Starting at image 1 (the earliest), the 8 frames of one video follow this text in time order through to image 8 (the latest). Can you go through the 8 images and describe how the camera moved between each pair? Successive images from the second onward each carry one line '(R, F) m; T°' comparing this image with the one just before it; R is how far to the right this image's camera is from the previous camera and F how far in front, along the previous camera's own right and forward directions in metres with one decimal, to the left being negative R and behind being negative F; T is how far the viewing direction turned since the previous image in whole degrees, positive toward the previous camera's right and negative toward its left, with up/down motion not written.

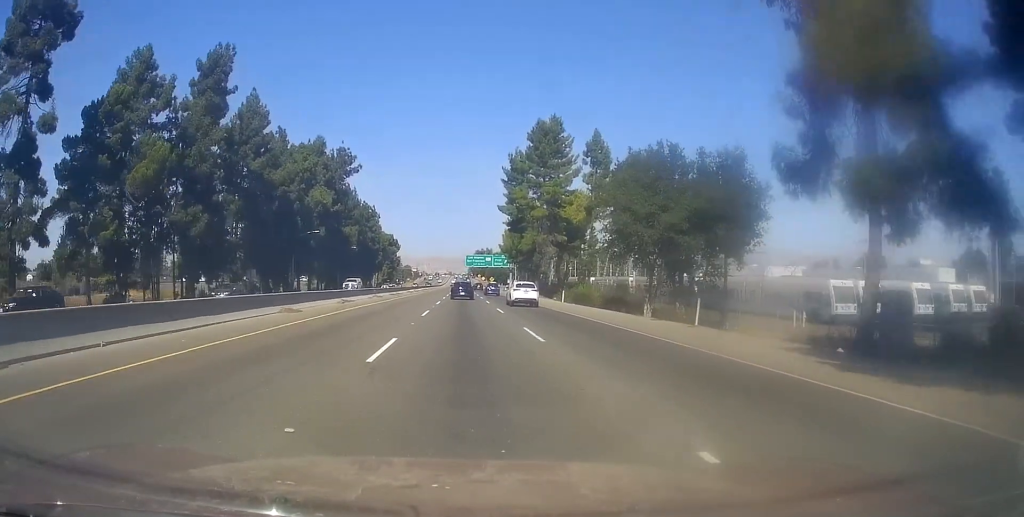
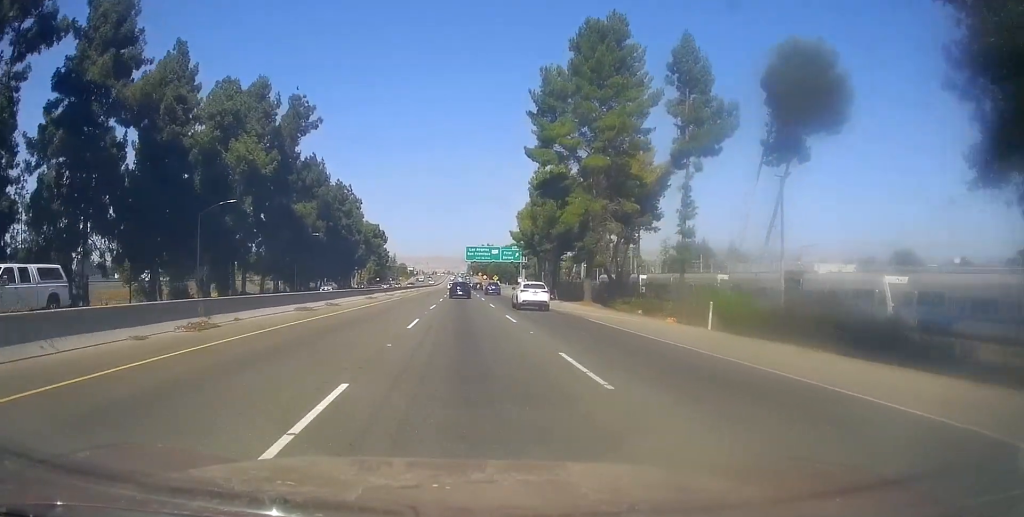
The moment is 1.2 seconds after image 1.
(+0.3, +35.0) m; 0°
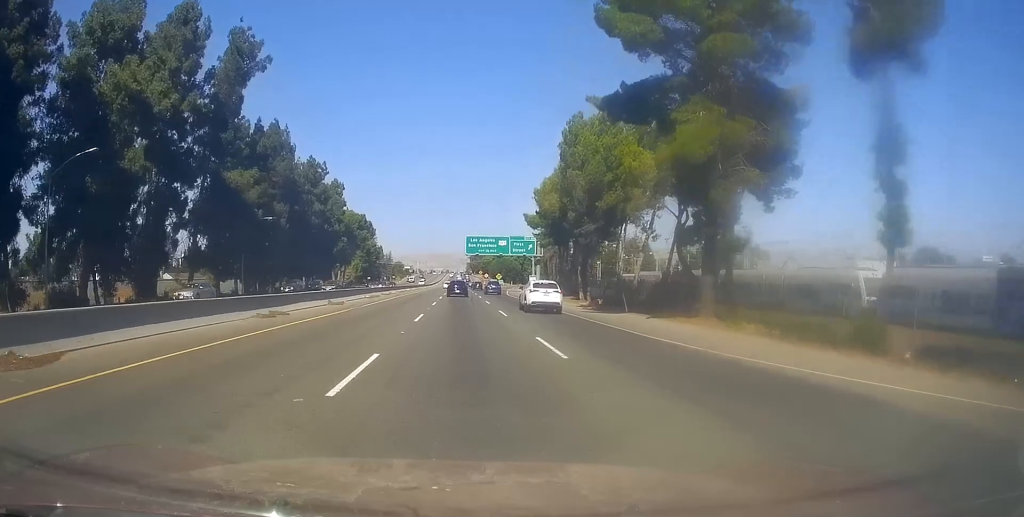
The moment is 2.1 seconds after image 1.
(-0.4, +25.2) m; -1°
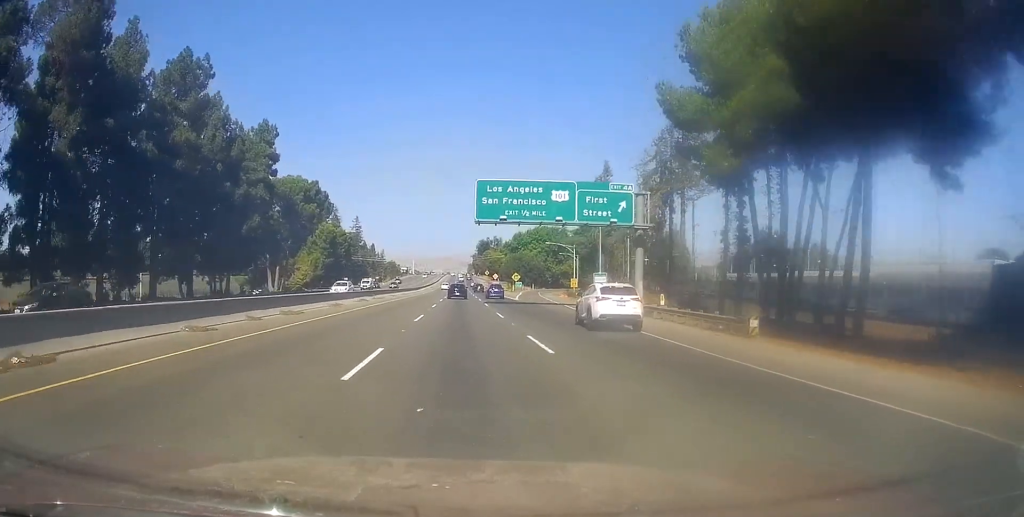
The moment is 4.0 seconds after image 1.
(+0.4, +57.7) m; +1°
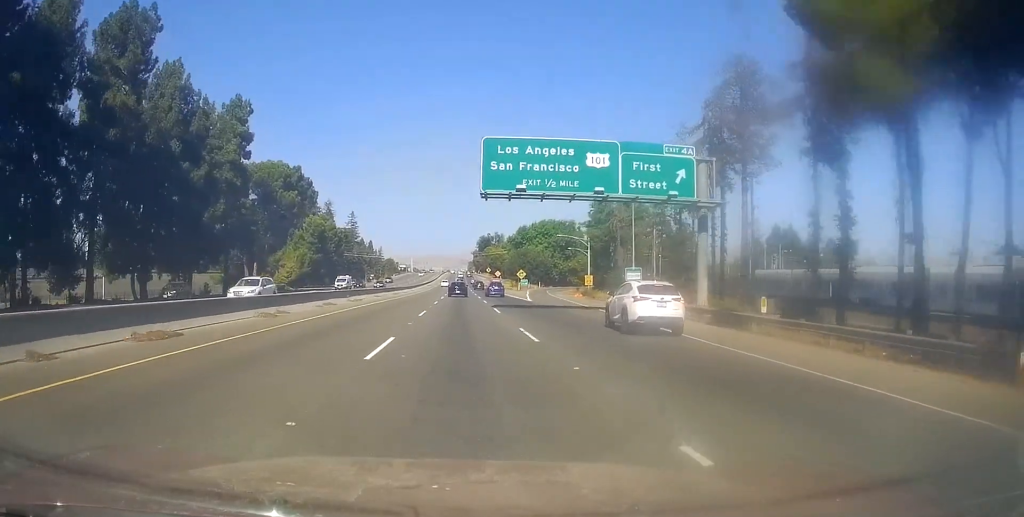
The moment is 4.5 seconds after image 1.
(+0.2, +12.4) m; 0°
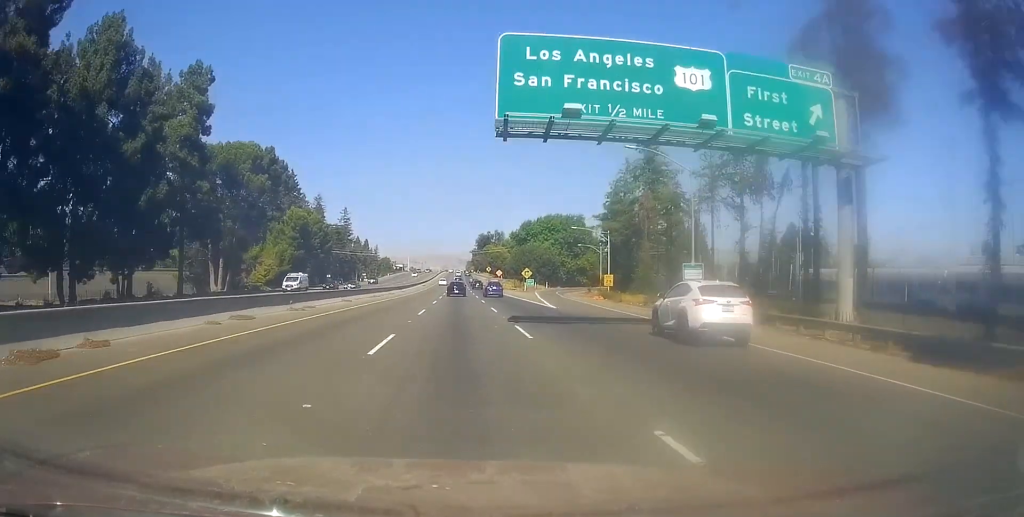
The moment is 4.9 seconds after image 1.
(-0.1, +13.9) m; -1°
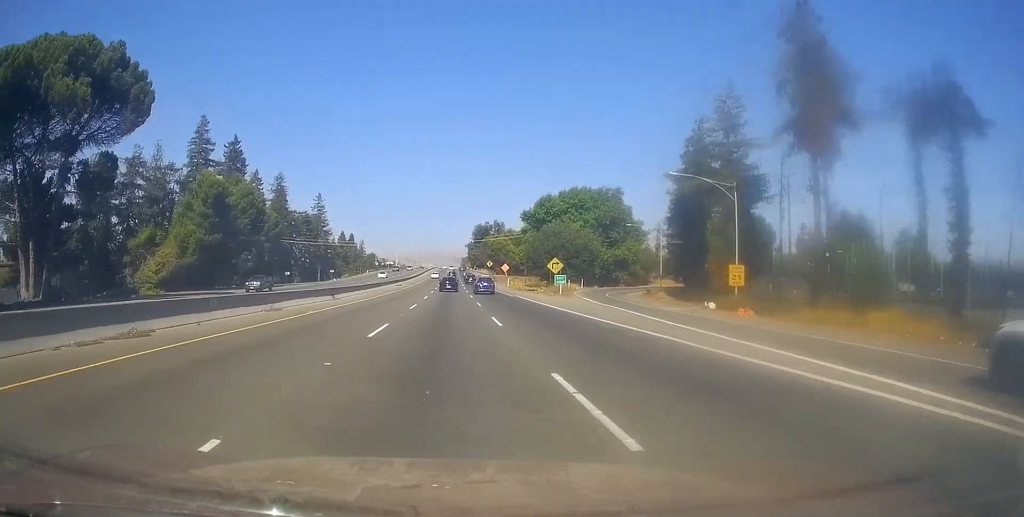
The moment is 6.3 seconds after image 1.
(-0.6, +40.1) m; 0°
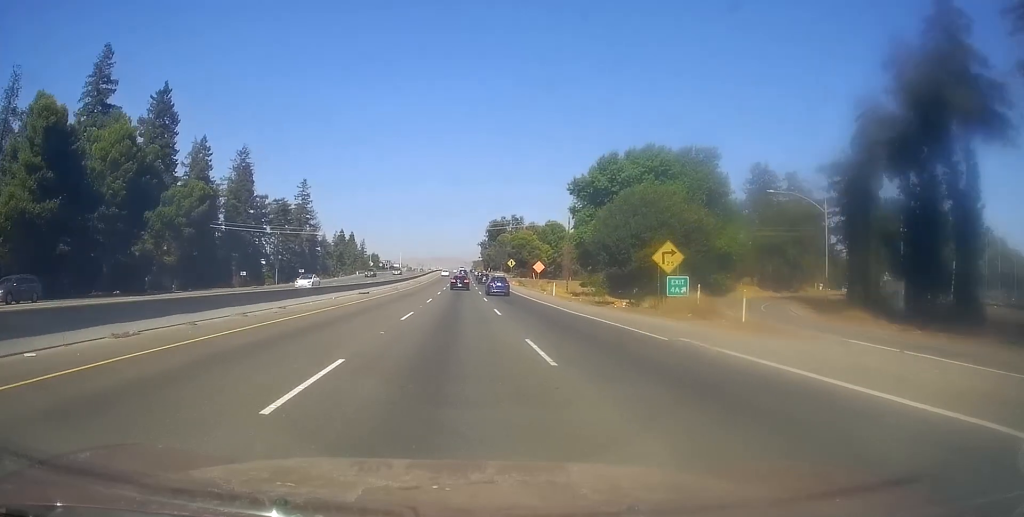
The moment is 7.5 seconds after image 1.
(+0.7, +37.2) m; +1°
